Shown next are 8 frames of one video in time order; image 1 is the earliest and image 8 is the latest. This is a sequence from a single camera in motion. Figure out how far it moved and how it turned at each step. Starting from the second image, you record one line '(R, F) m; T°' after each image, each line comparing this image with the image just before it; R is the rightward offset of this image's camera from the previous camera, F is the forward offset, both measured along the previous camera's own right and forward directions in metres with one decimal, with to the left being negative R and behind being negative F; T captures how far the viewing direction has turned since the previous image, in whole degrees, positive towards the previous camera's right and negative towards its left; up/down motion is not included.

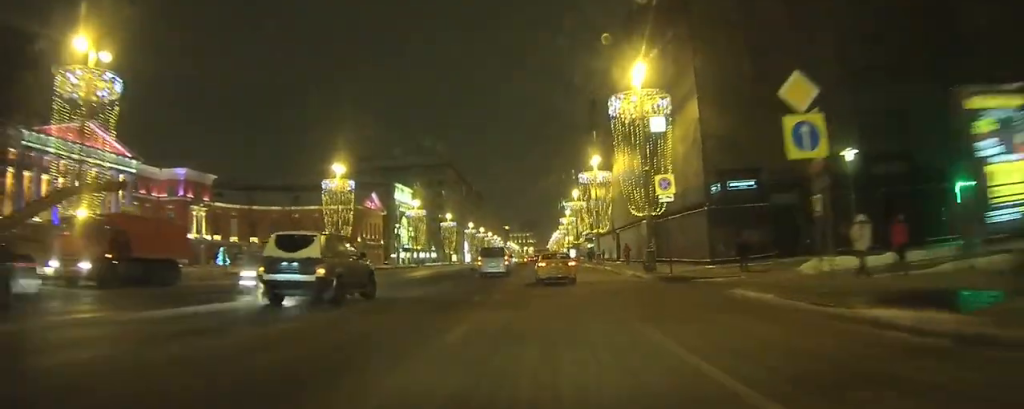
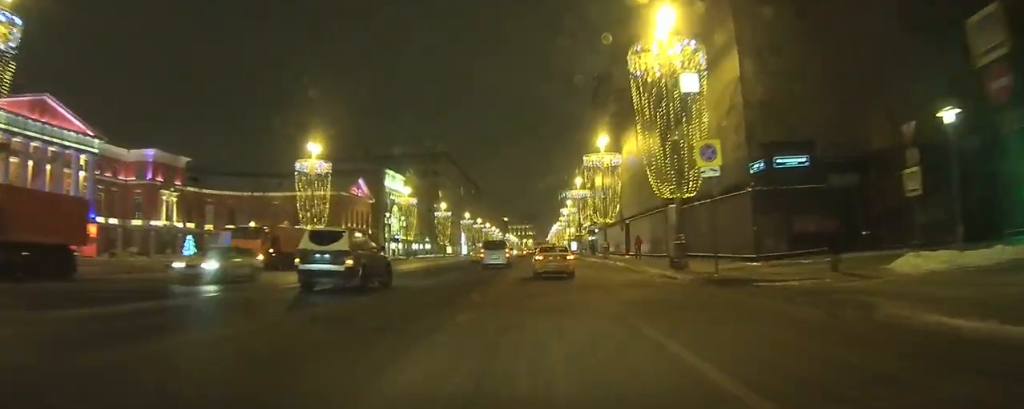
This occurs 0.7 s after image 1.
(-0.1, +7.2) m; -1°
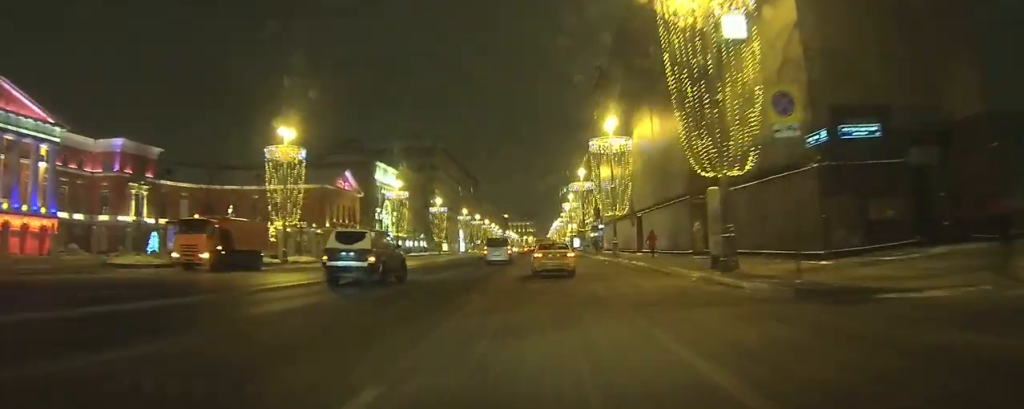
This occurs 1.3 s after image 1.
(0.0, +6.5) m; 0°
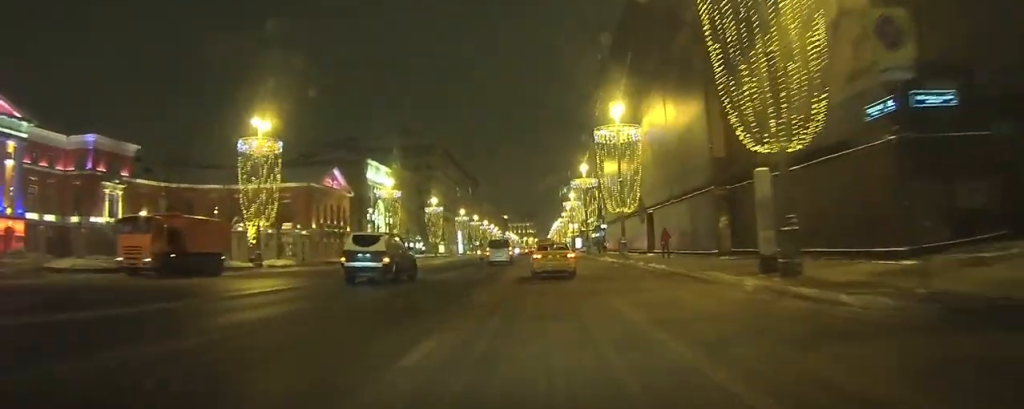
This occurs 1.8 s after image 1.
(0.0, +4.8) m; 0°
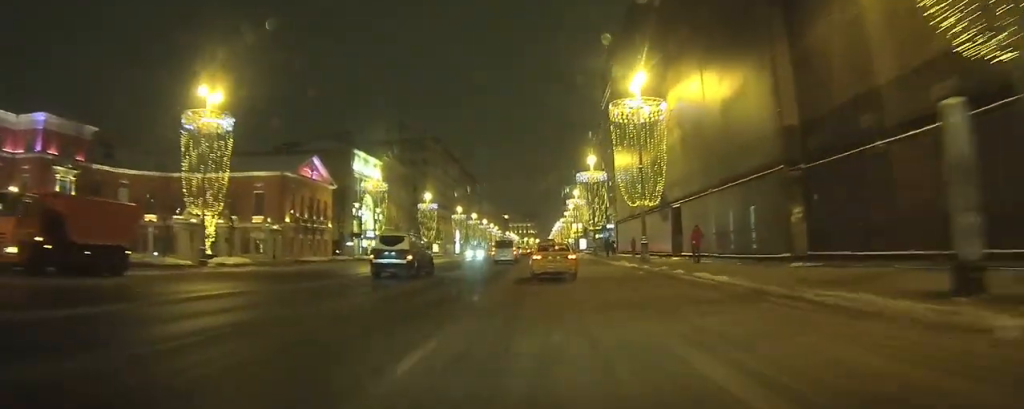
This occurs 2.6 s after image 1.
(0.0, +8.1) m; 0°
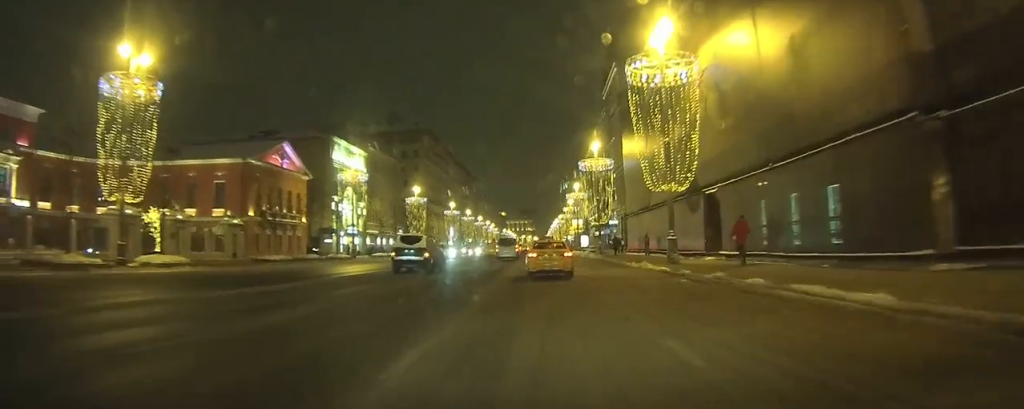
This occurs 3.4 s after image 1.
(0.0, +8.1) m; 0°
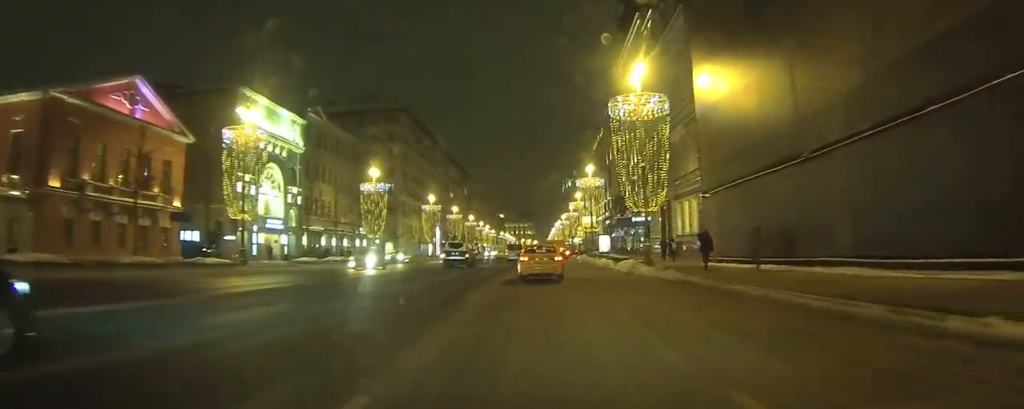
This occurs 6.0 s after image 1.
(+0.2, +26.6) m; 0°
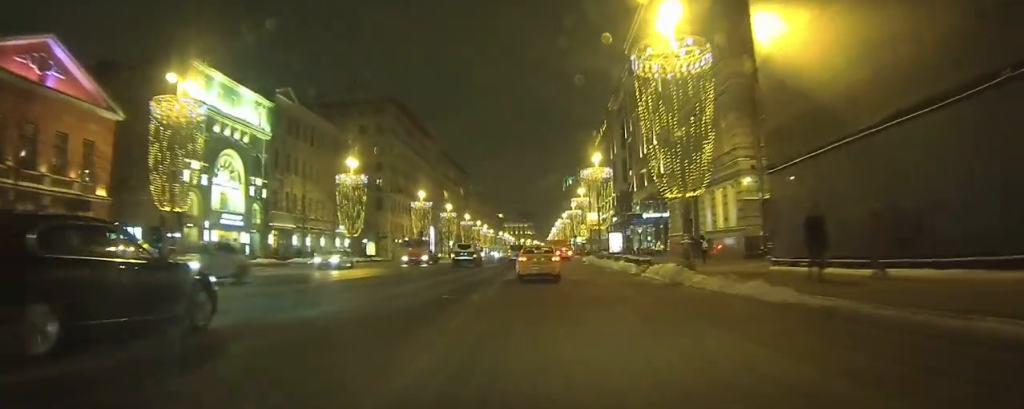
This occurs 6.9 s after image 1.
(-0.1, +9.1) m; 0°
